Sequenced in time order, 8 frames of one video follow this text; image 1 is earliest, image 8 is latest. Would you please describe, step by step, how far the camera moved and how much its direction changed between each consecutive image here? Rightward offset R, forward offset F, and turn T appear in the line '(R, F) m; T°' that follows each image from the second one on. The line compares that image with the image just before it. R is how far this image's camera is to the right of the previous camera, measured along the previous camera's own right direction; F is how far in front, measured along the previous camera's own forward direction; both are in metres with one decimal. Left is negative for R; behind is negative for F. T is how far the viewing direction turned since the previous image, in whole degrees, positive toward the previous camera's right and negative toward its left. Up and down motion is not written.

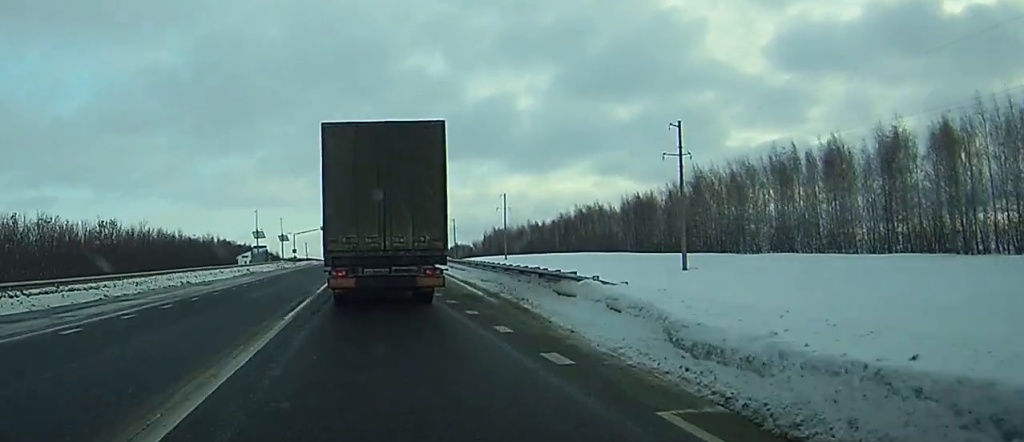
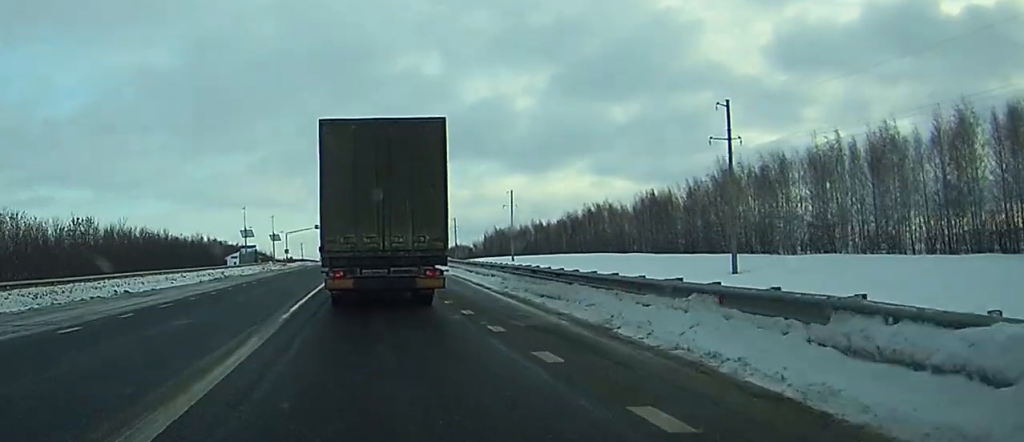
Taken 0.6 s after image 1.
(+0.2, +11.8) m; 0°
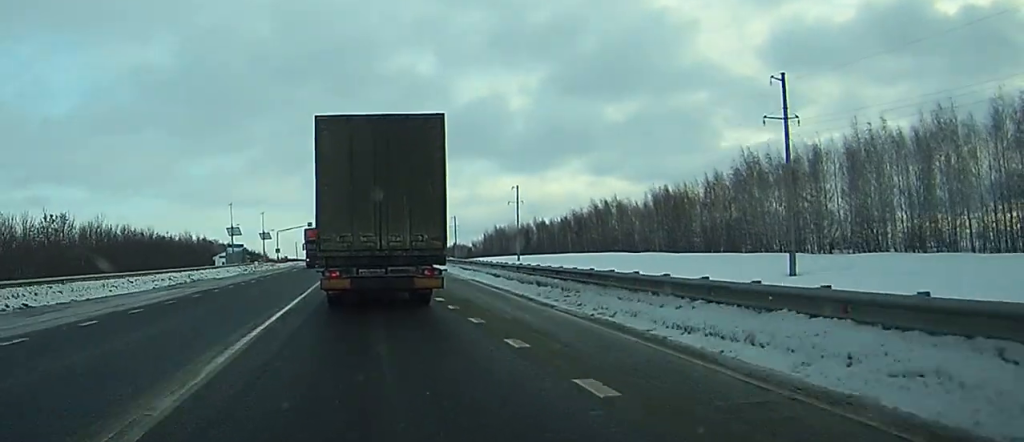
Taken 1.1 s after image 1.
(+0.5, +10.5) m; -1°
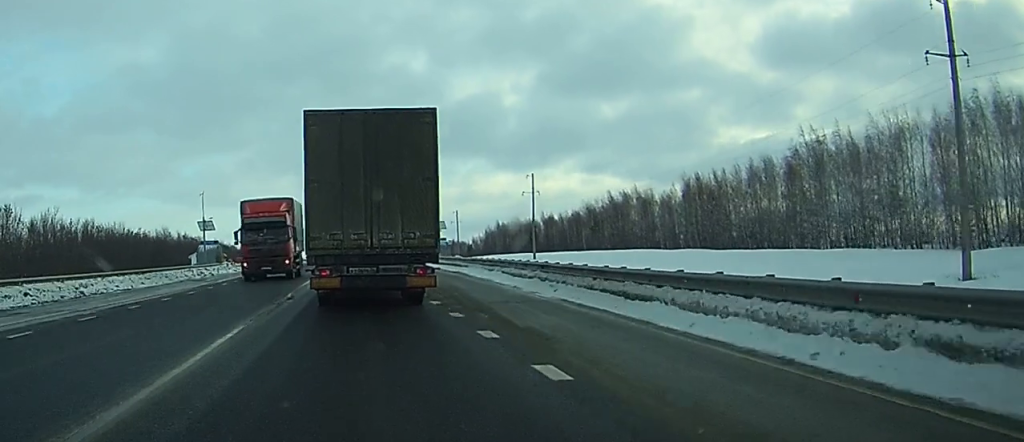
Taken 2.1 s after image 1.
(-1.0, +19.5) m; -2°
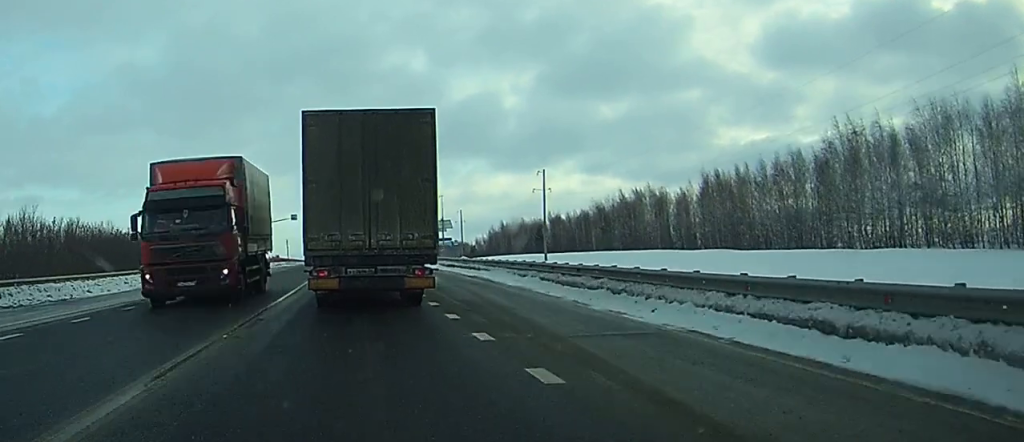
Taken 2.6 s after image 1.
(+0.1, +8.4) m; 0°
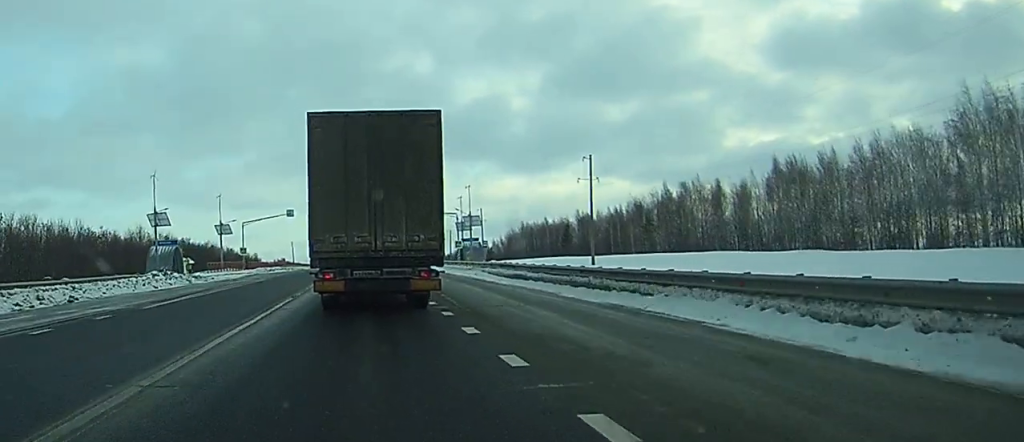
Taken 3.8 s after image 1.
(+0.4, +23.0) m; +1°
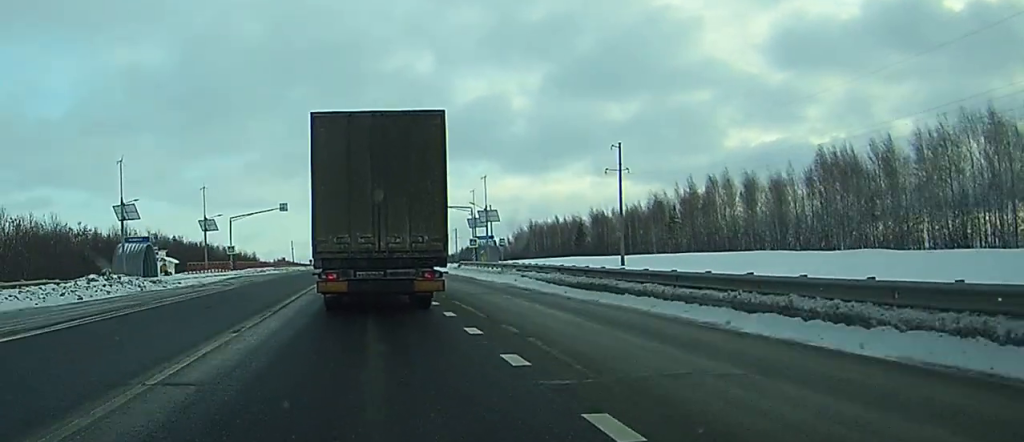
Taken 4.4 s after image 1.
(0.0, +12.0) m; 0°
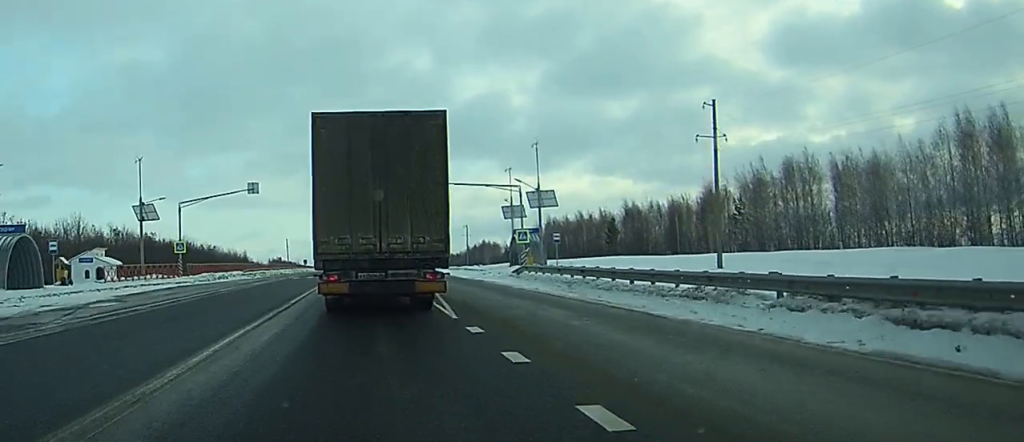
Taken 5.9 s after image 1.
(0.0, +27.6) m; 0°
